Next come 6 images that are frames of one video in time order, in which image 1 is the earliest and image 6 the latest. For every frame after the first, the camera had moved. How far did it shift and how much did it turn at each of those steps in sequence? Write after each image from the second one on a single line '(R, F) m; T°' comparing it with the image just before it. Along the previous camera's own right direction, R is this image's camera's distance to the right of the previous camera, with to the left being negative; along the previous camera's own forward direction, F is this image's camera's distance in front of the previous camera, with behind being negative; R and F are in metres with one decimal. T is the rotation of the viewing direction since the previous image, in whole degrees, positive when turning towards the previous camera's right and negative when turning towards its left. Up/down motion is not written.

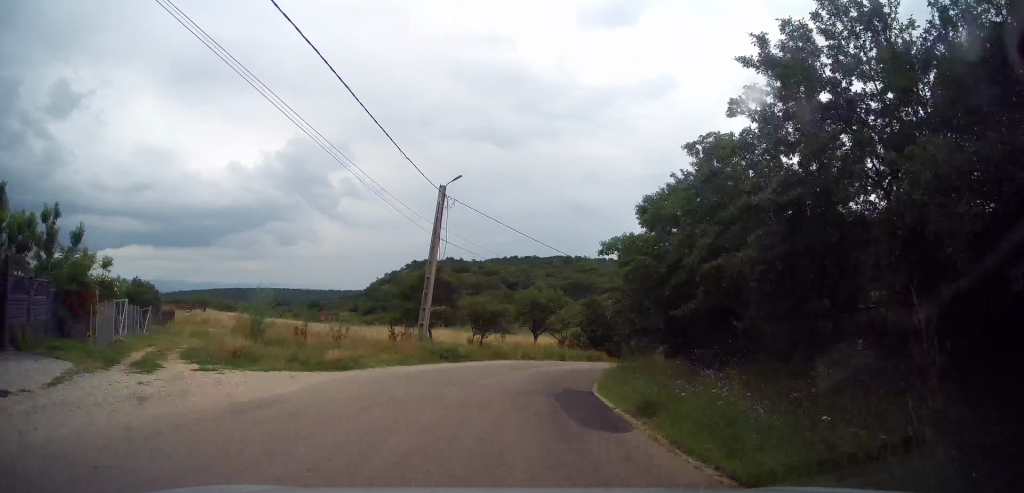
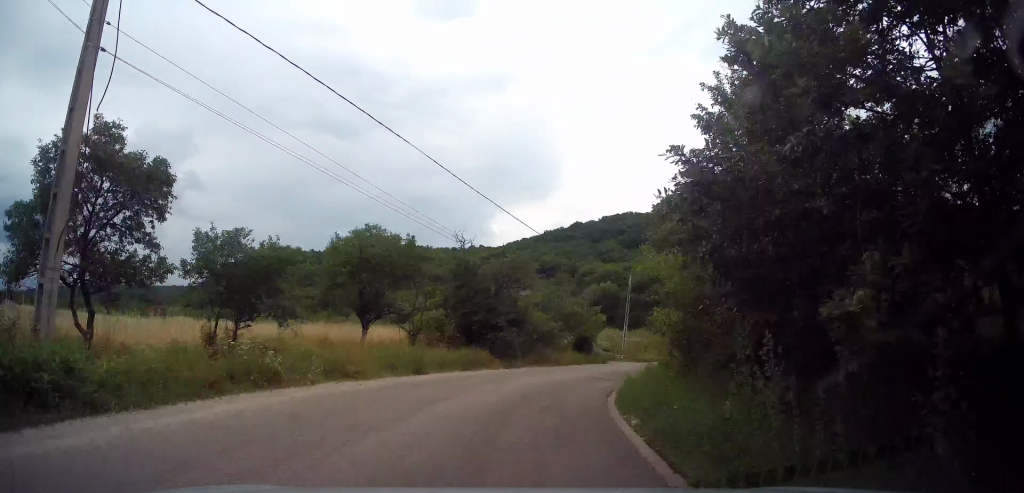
(+0.5, +20.1) m; +2°
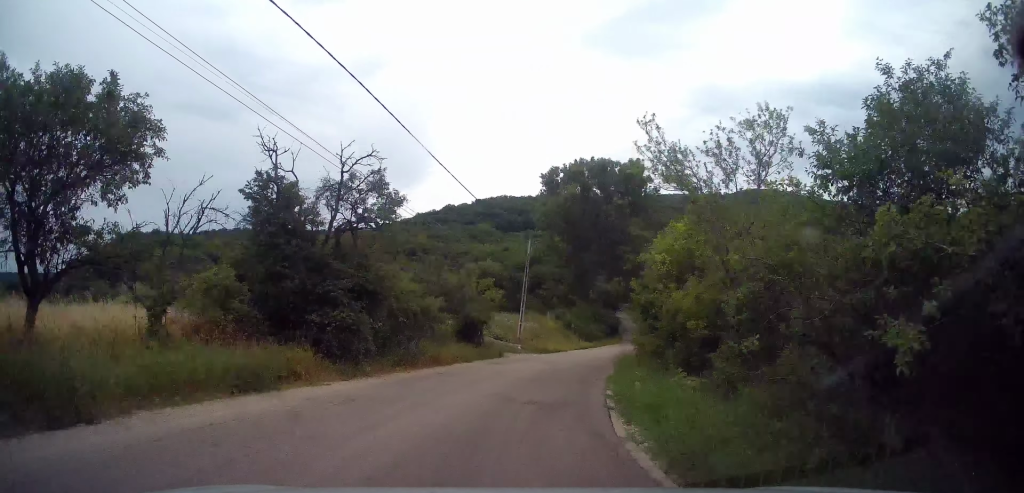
(0.0, +13.8) m; +1°
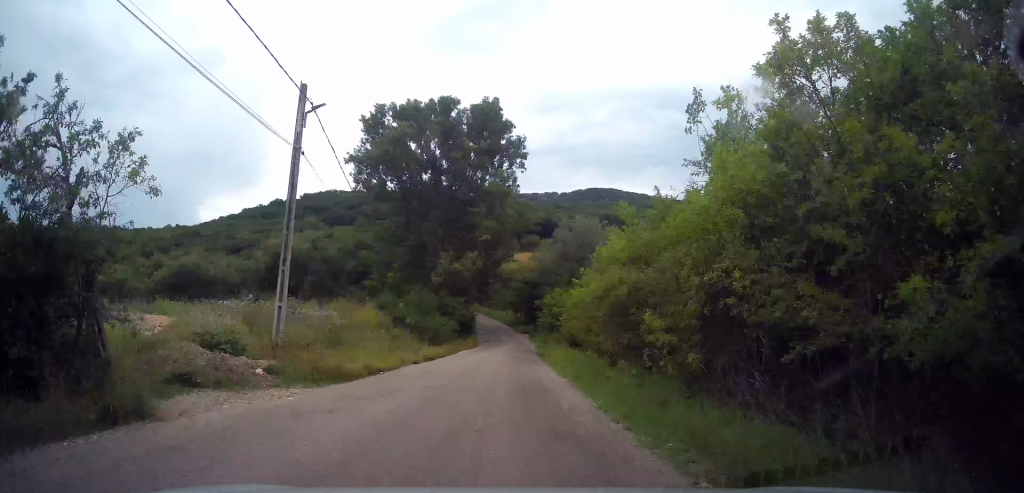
(+5.3, +24.1) m; +27°
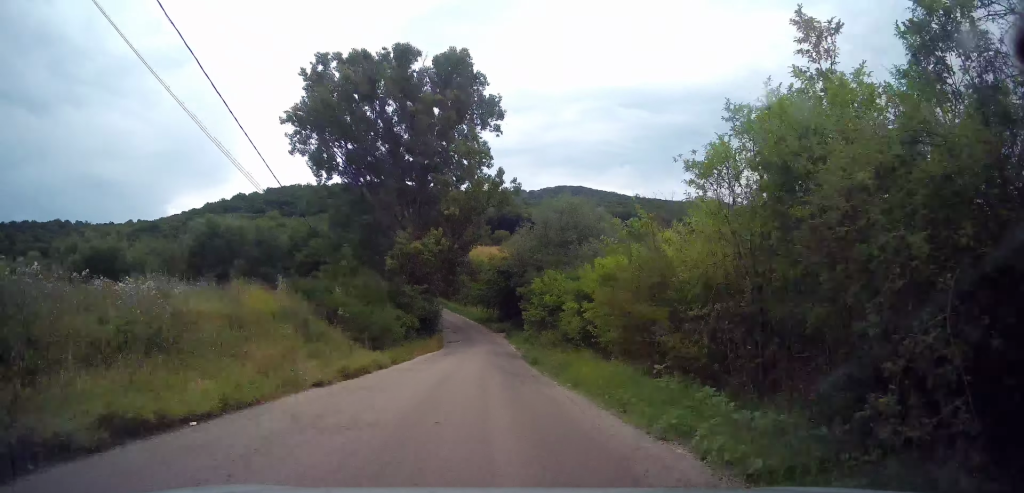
(+1.2, +11.3) m; +7°
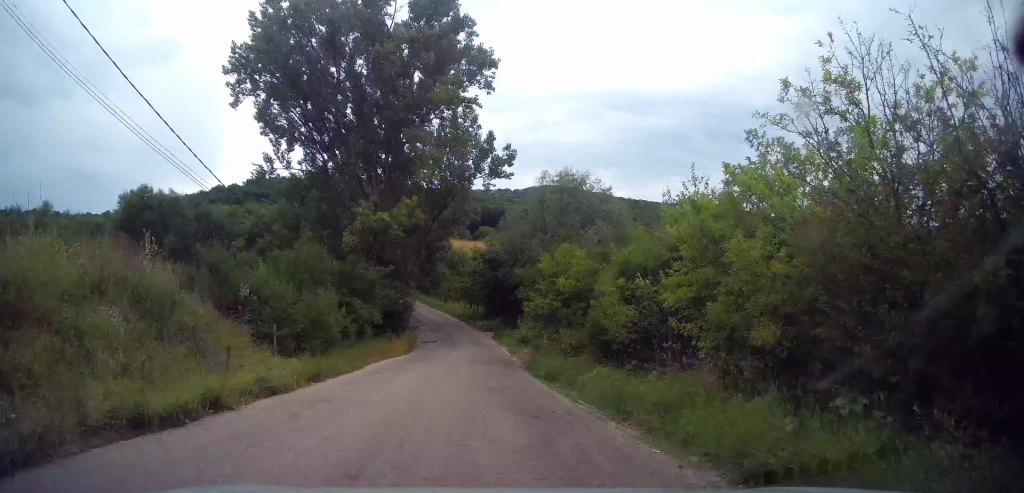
(+0.1, +9.4) m; +2°
